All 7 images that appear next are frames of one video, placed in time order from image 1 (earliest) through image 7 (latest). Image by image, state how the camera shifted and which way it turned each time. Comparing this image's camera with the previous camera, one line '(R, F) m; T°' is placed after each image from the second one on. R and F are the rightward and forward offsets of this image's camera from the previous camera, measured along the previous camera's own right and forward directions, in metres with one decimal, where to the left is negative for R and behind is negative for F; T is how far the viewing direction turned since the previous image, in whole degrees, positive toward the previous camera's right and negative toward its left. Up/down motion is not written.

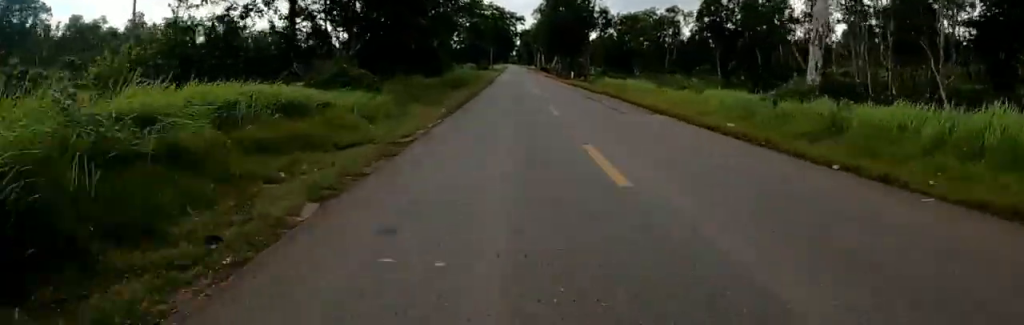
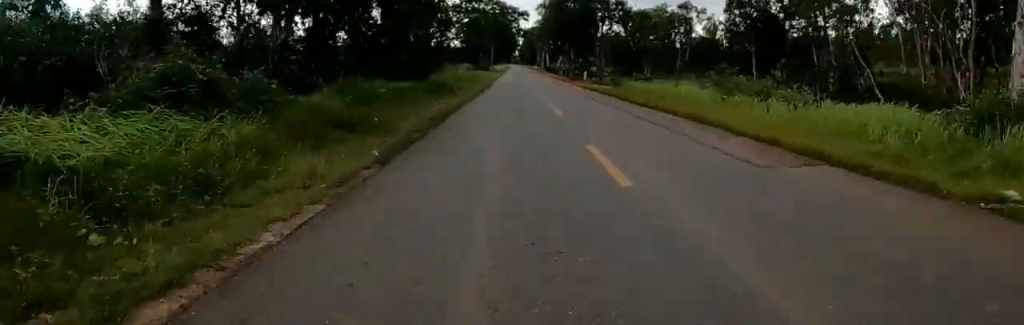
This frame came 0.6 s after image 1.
(-0.5, +7.8) m; -4°
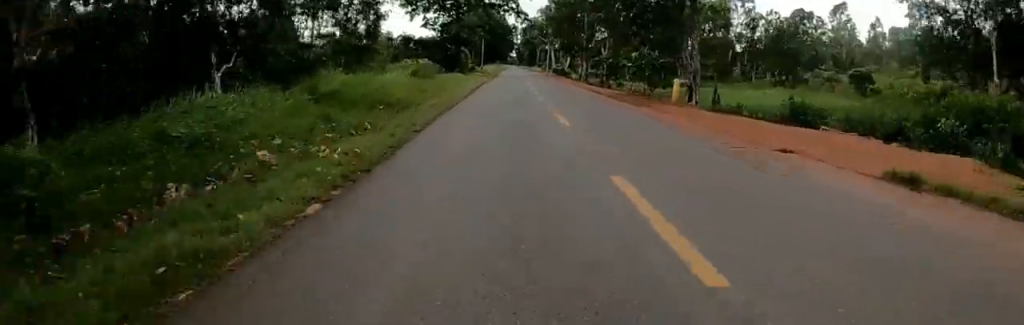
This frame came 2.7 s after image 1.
(-0.1, +27.8) m; 0°
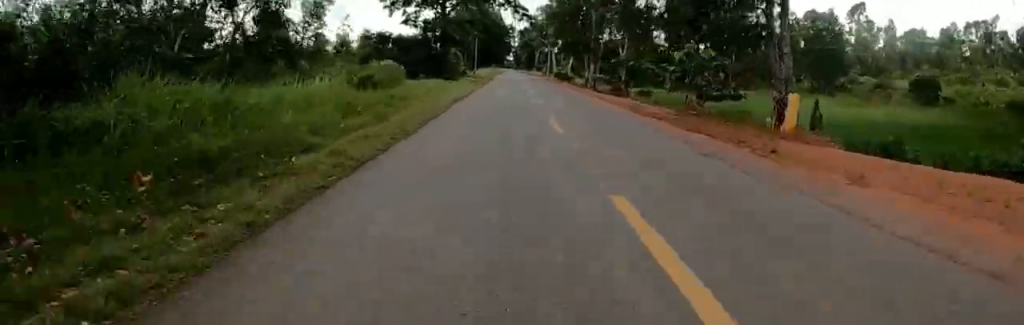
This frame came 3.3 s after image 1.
(0.0, +9.2) m; 0°
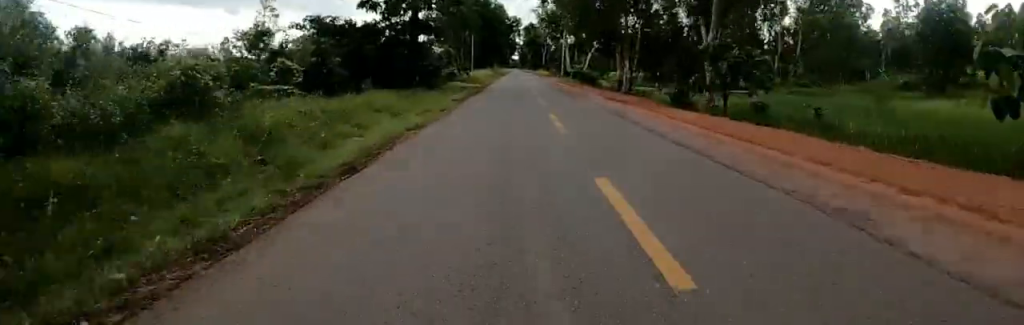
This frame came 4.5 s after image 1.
(0.0, +15.9) m; 0°
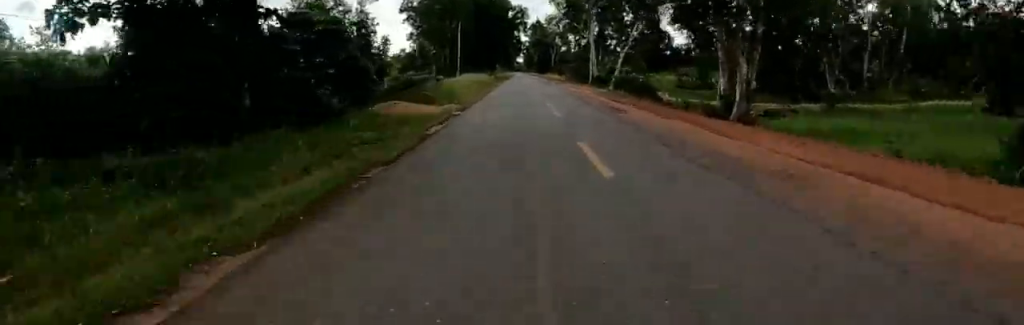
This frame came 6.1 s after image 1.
(+1.5, +19.7) m; +7°
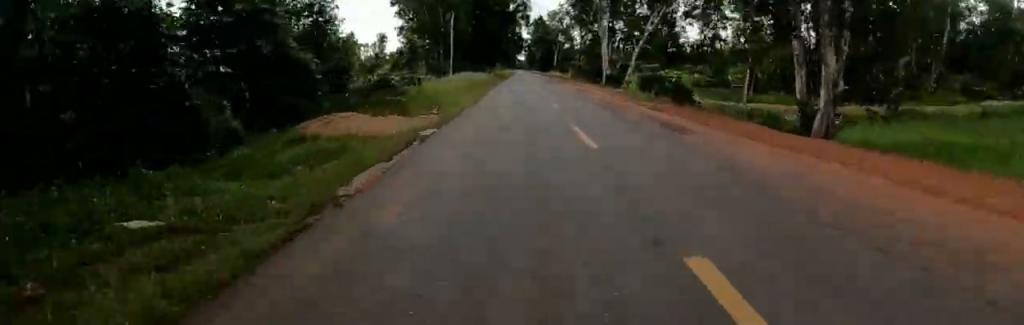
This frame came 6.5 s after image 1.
(+0.7, +5.9) m; 0°
